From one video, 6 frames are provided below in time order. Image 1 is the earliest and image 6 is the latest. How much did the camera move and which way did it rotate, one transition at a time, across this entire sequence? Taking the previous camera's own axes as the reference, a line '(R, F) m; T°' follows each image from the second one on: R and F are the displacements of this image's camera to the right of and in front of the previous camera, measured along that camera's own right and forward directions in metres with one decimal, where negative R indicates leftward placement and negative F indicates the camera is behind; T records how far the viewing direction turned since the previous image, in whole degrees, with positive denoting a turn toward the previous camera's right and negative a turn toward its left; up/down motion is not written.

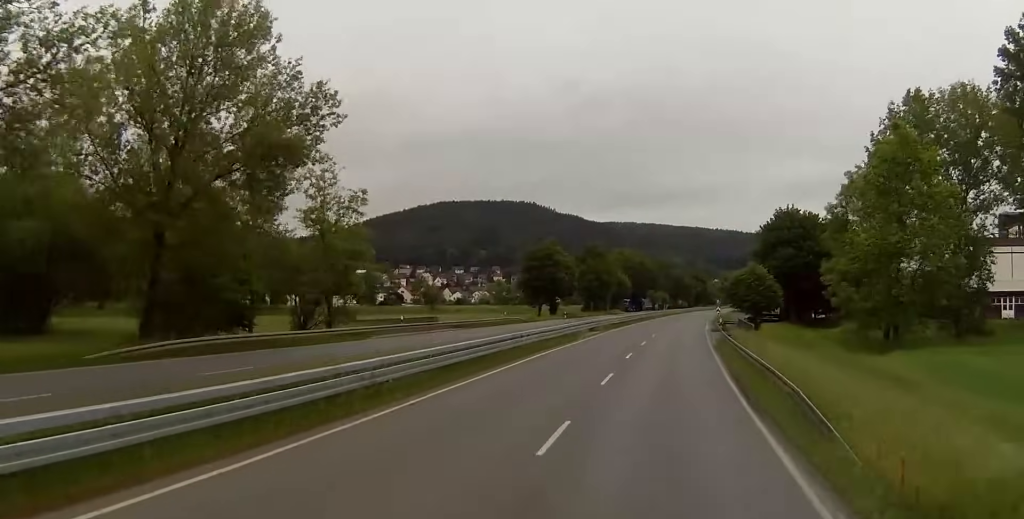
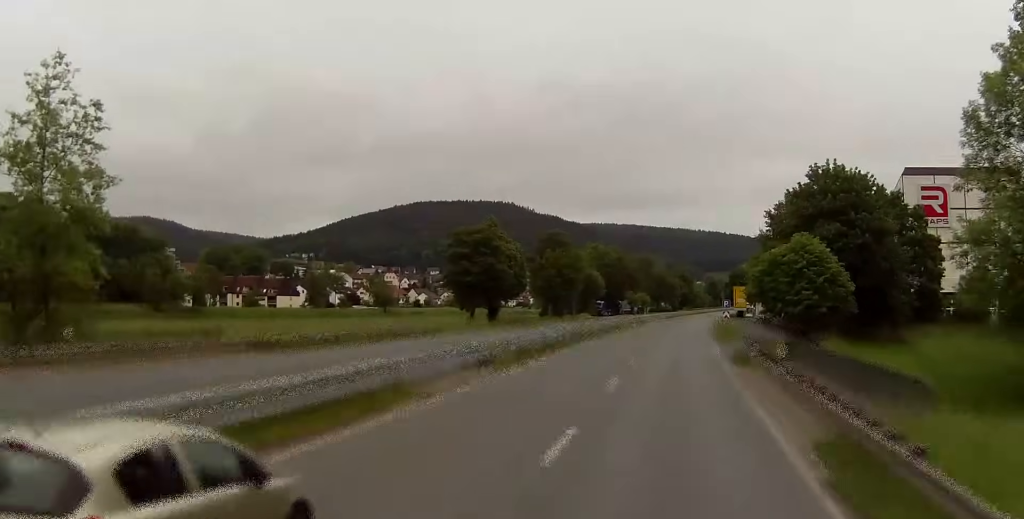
(+0.8, +36.5) m; +1°
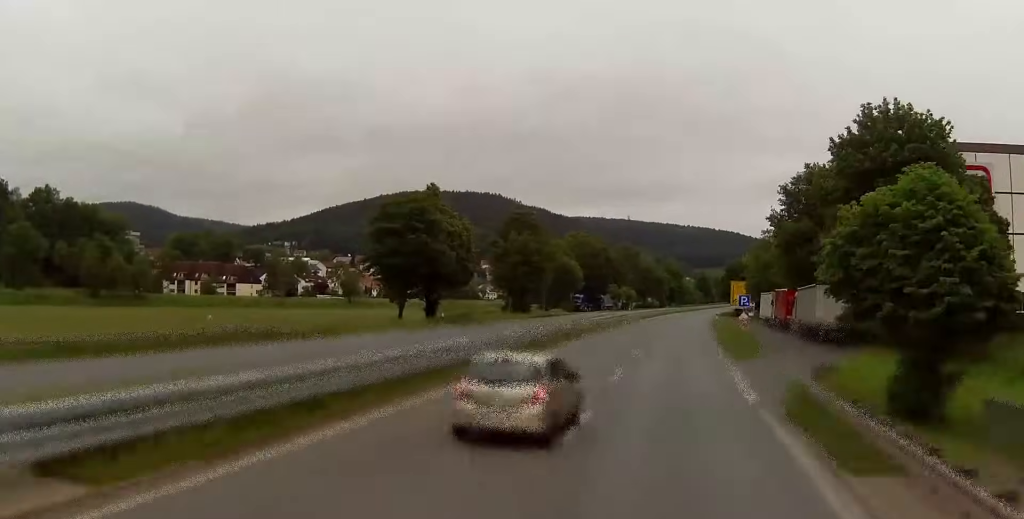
(0.0, +22.6) m; +1°
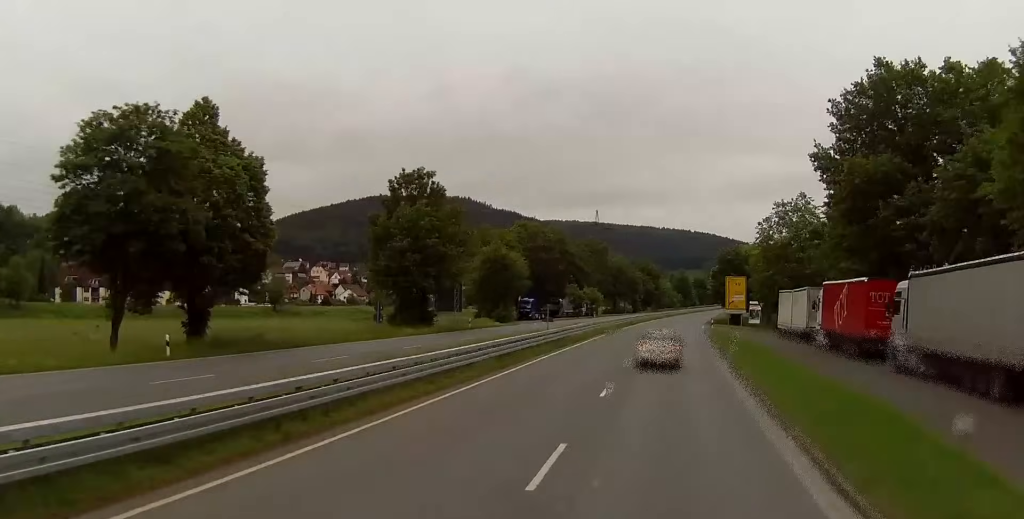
(+0.4, +39.3) m; +3°
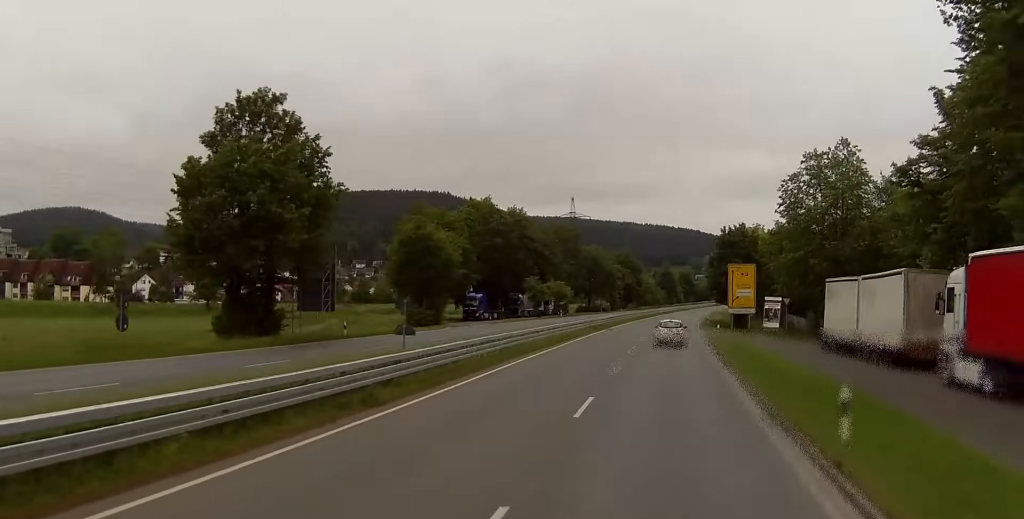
(+0.5, +29.4) m; +1°
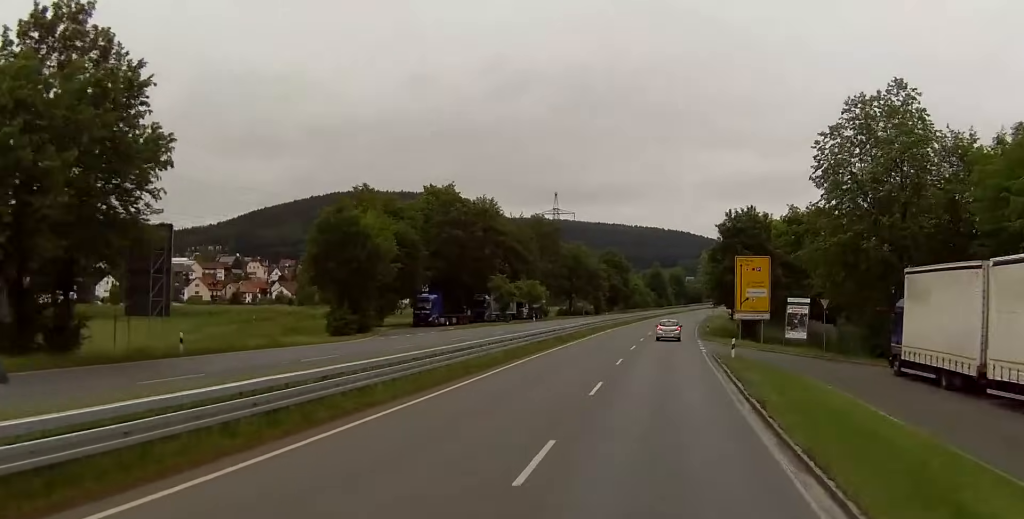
(-0.1, +18.7) m; 0°
